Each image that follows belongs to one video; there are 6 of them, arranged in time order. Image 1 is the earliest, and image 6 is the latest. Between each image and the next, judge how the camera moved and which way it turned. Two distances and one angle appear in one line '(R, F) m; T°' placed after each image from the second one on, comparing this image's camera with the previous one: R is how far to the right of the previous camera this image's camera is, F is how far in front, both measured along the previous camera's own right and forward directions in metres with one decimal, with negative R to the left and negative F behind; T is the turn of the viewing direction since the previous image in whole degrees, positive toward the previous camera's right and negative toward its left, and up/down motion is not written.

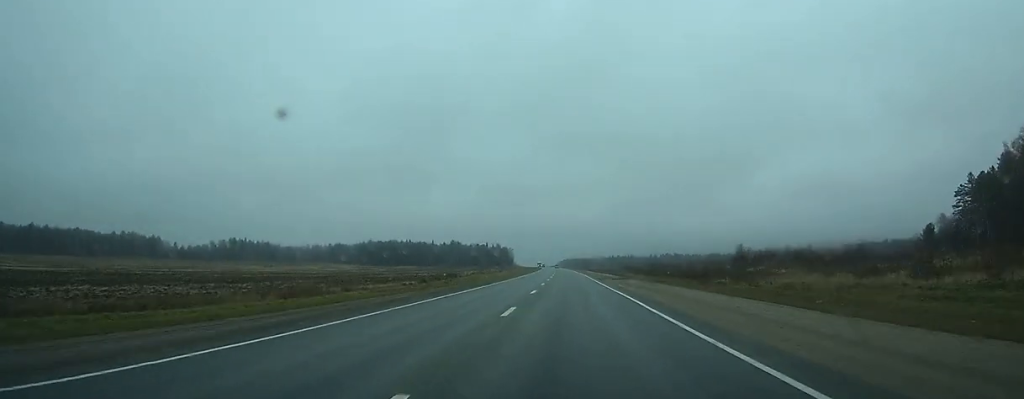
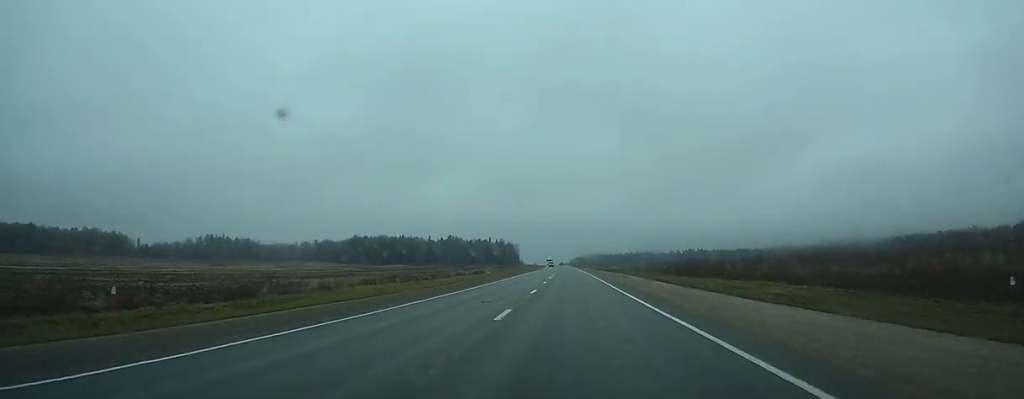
(-0.9, +90.5) m; -1°
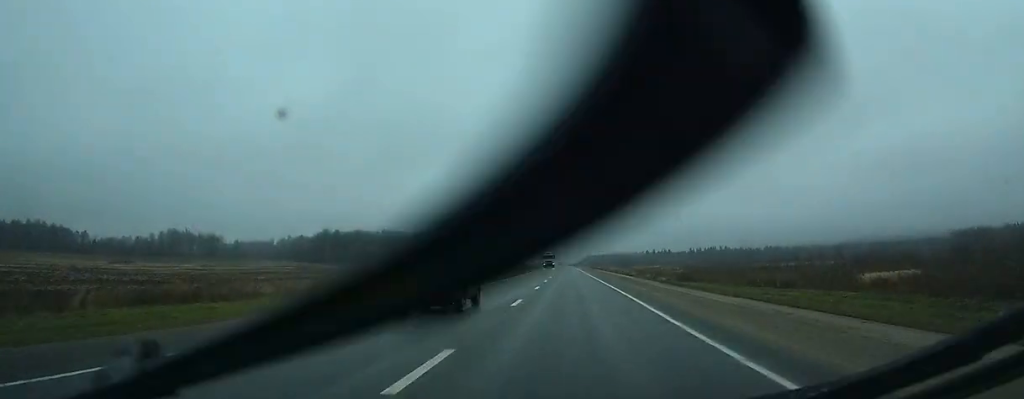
(-0.9, +93.8) m; -1°
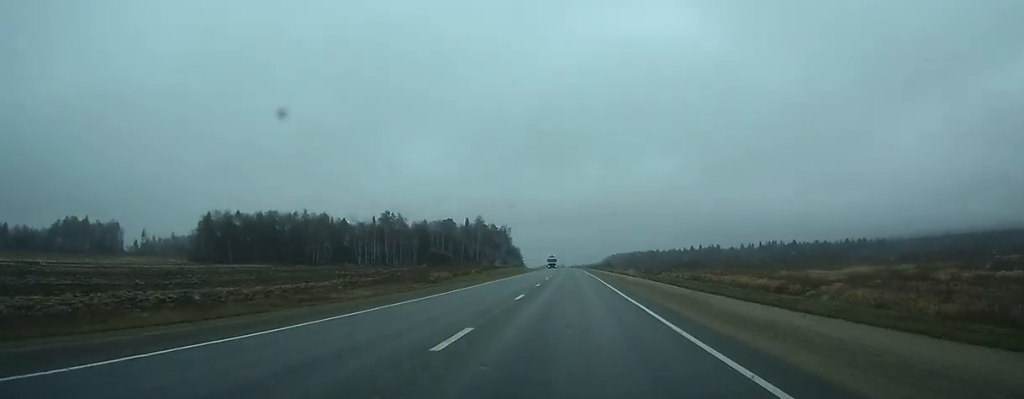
(-2.0, +177.5) m; -2°
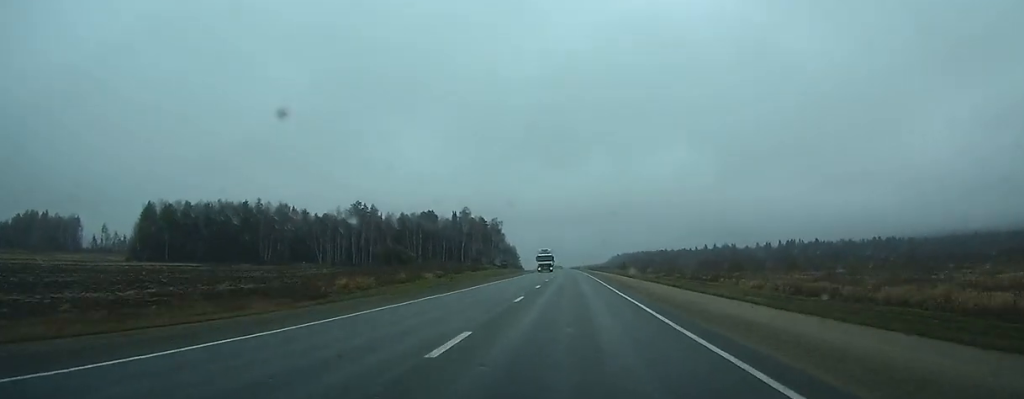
(-0.2, +48.6) m; 0°
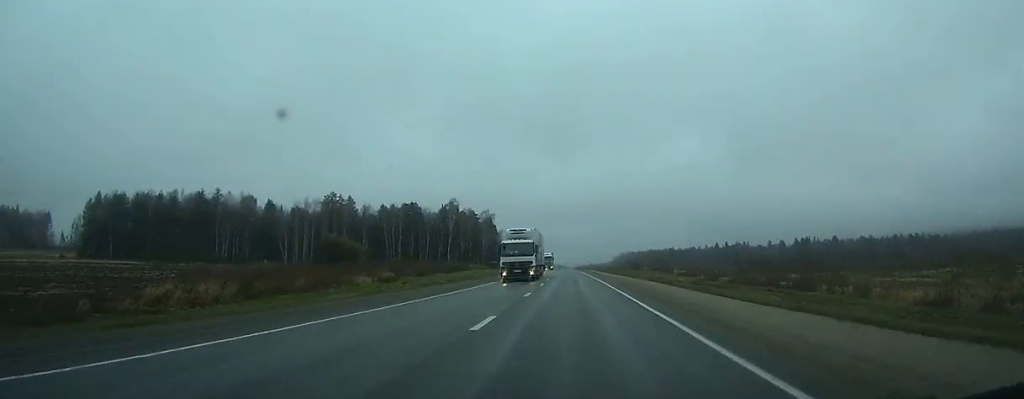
(-0.1, +33.0) m; 0°
